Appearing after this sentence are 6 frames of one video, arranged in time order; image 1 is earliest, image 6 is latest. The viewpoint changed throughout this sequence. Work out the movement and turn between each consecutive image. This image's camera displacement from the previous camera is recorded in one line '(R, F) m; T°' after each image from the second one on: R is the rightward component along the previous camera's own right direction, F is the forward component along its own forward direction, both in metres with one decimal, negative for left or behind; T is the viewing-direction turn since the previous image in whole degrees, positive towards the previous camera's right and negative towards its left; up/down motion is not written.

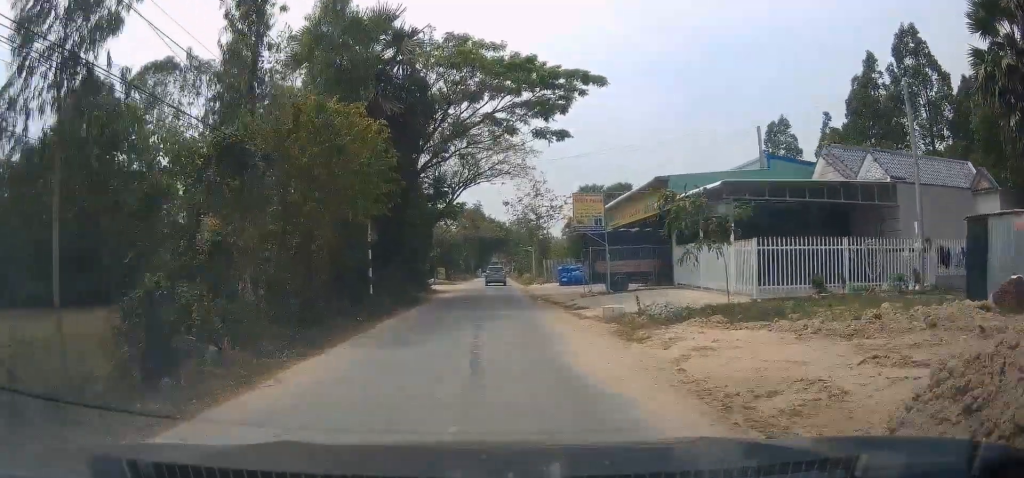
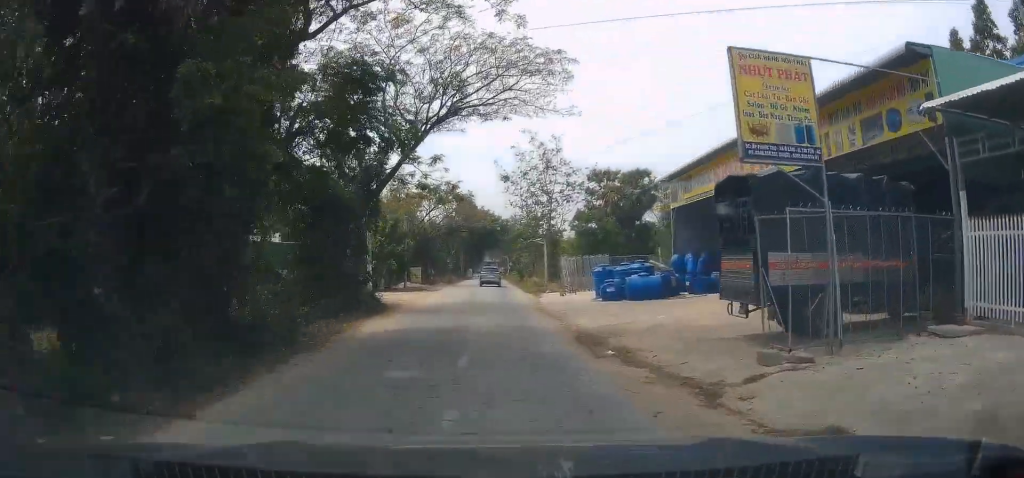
(-0.1, +19.6) m; -1°
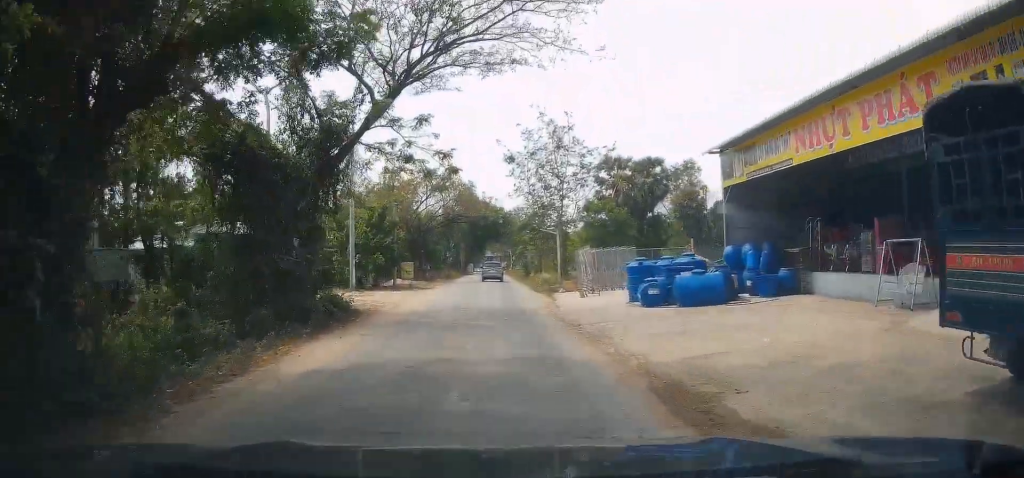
(0.0, +6.8) m; 0°
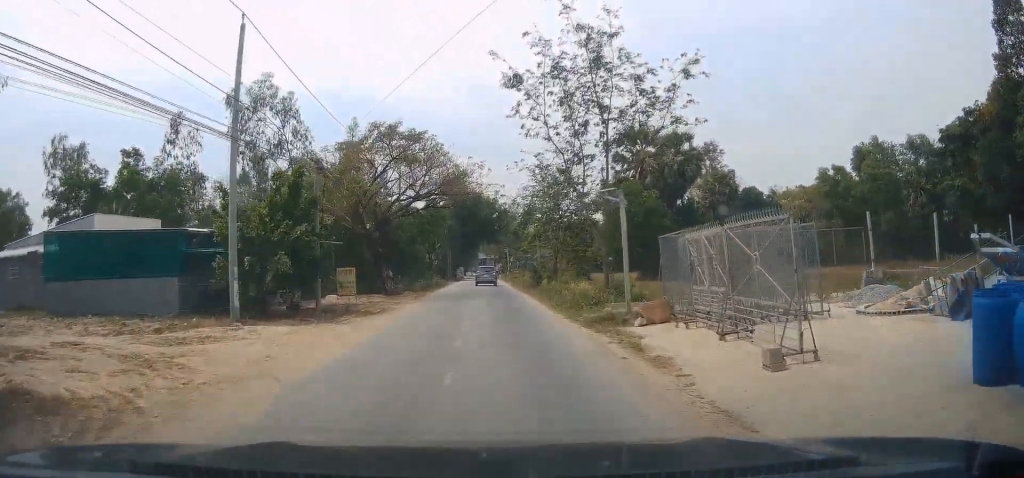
(+0.3, +19.5) m; +2°
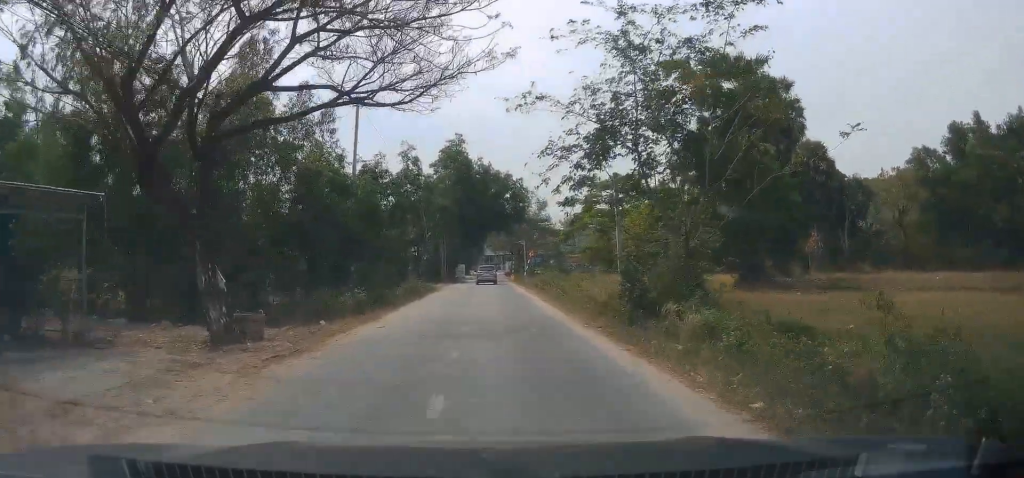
(-0.1, +28.3) m; -2°
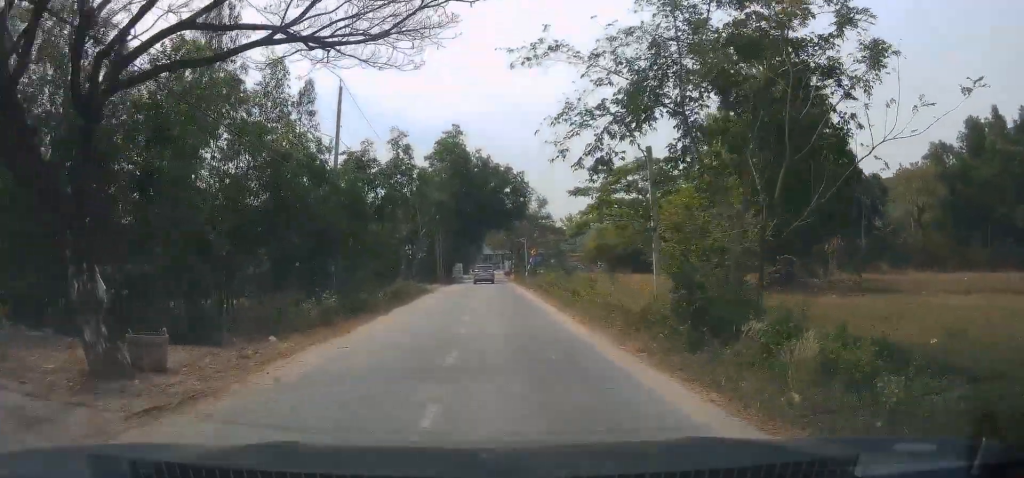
(0.0, +5.1) m; 0°
